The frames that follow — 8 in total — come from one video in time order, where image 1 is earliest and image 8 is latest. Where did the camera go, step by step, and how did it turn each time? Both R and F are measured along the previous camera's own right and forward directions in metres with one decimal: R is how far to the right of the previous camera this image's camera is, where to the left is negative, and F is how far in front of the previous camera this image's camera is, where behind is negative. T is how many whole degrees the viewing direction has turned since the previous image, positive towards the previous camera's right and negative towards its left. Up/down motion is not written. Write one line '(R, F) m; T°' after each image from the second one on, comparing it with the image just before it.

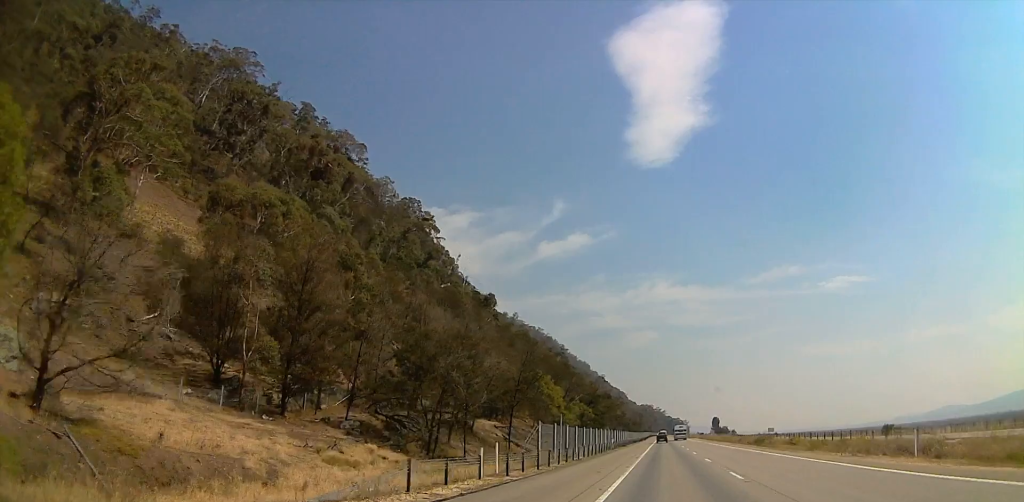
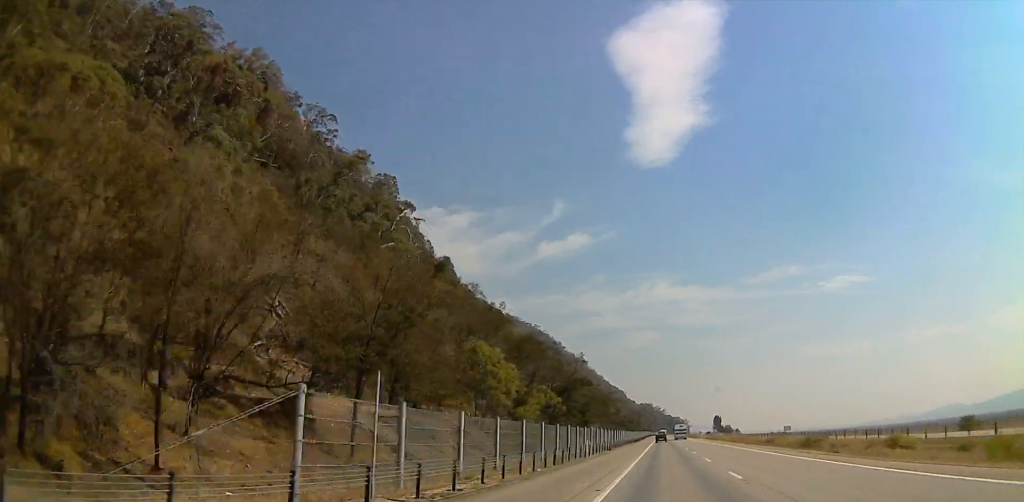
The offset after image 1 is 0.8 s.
(0.0, +19.2) m; 0°
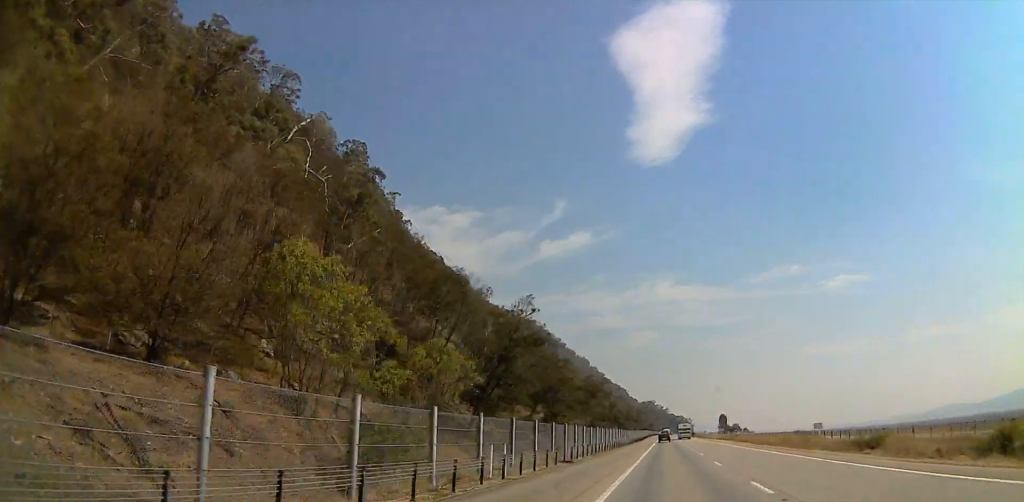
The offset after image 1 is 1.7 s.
(0.0, +20.0) m; 0°
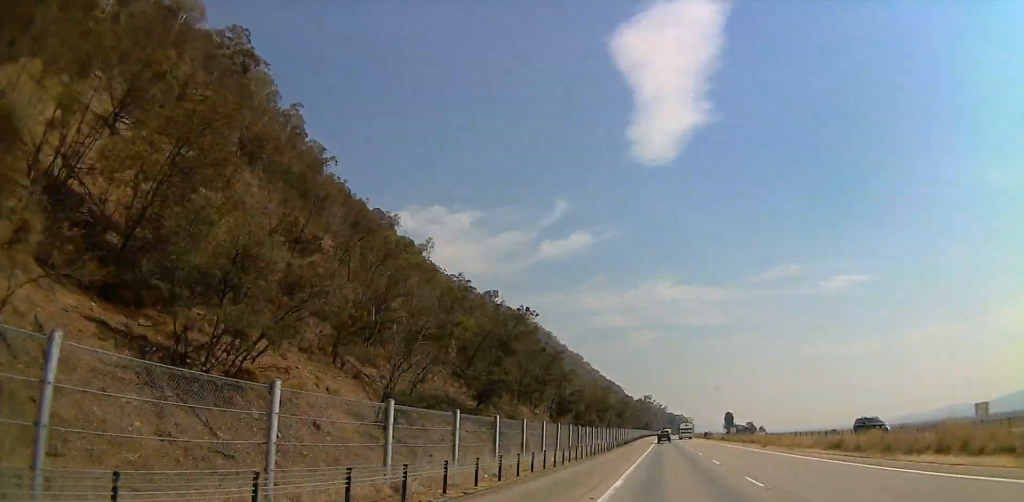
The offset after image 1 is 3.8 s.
(+0.6, +49.4) m; +1°
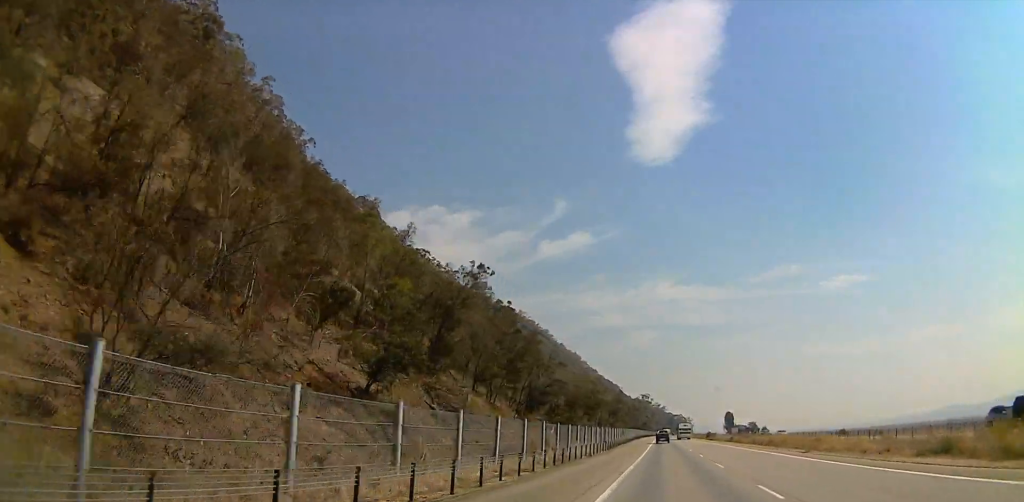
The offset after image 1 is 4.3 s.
(0.0, +11.9) m; 0°
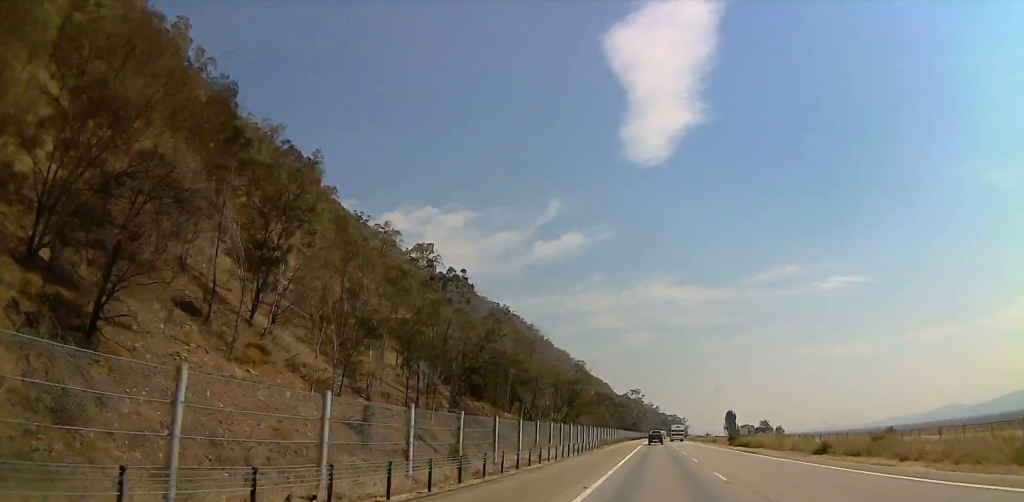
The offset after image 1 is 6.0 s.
(0.0, +46.4) m; 0°
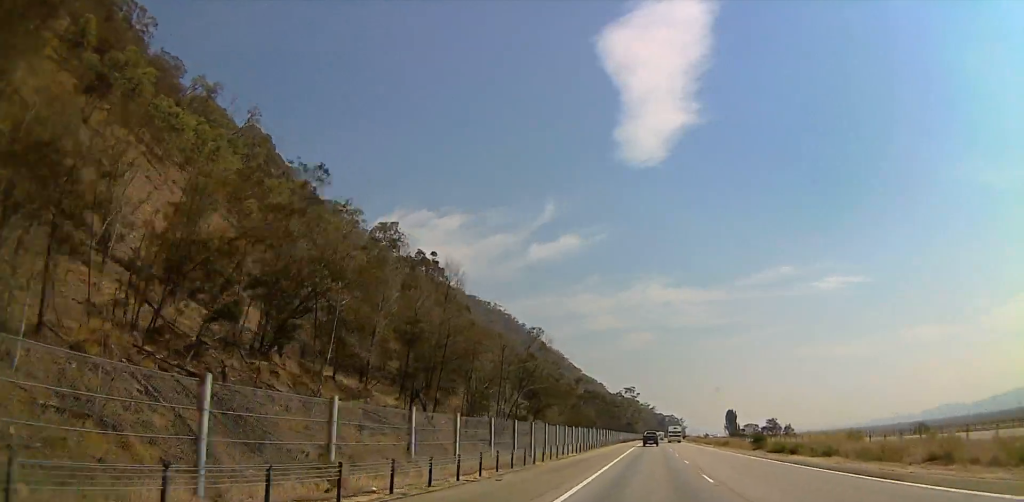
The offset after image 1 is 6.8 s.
(0.0, +22.4) m; 0°
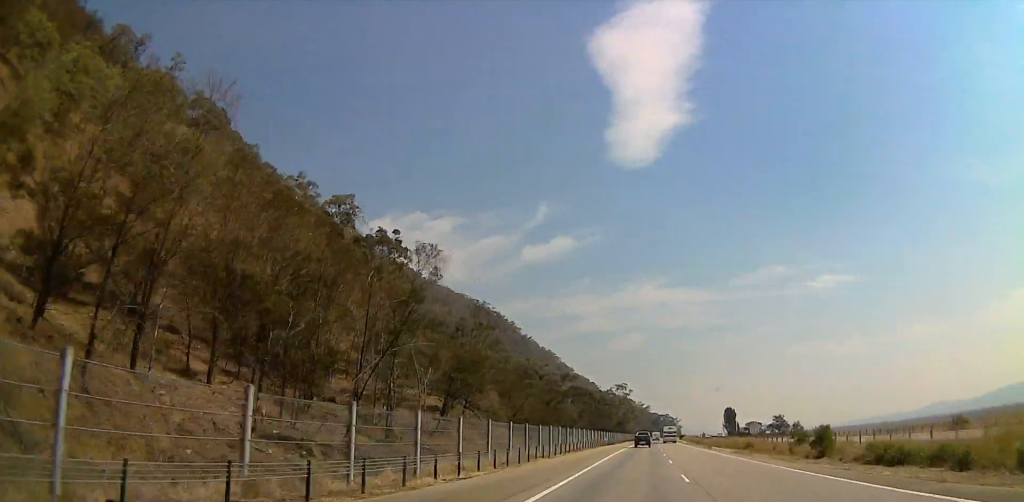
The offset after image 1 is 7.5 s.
(0.0, +22.3) m; 0°
